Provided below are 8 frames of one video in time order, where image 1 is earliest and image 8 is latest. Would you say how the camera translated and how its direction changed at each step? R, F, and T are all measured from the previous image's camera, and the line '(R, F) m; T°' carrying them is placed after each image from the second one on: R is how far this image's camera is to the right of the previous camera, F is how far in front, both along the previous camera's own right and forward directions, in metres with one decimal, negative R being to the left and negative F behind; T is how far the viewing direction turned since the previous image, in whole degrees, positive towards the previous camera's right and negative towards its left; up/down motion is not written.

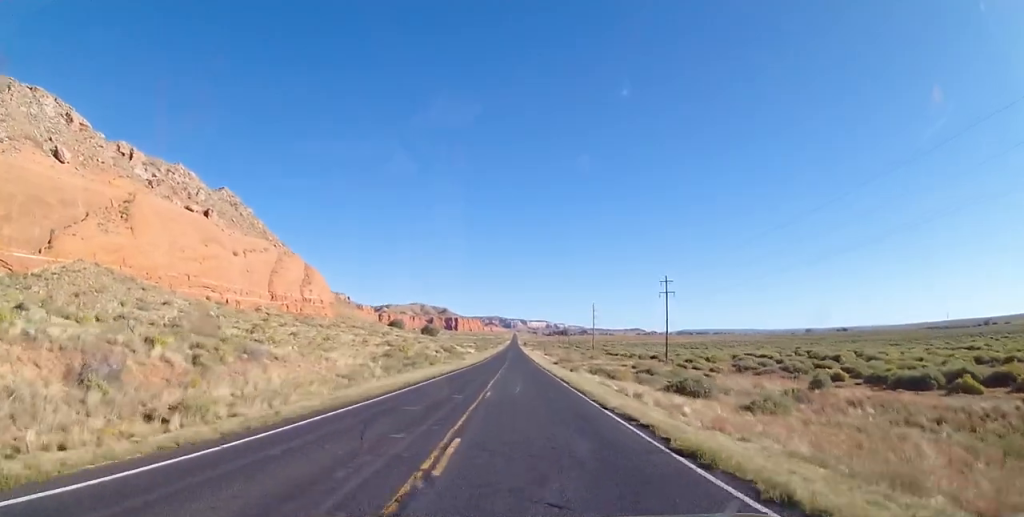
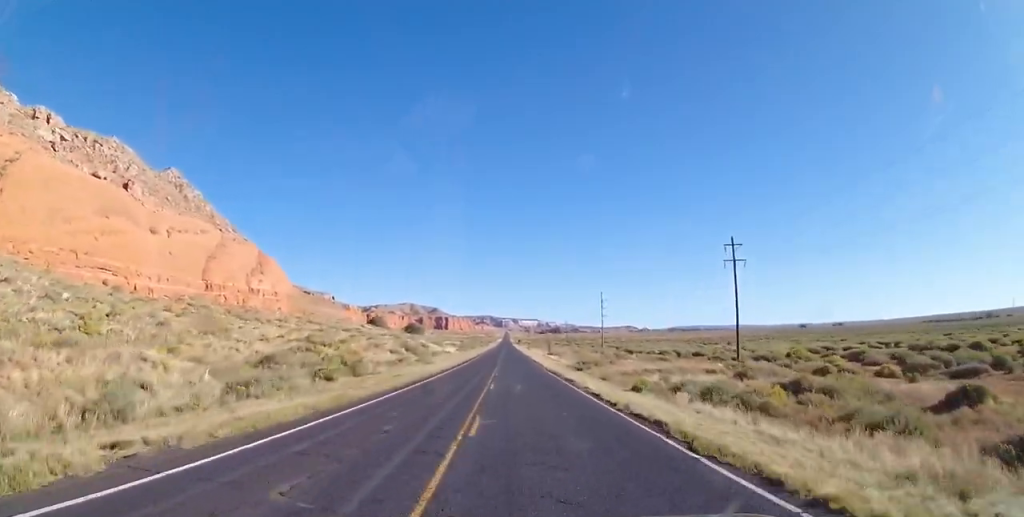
(+0.5, +33.8) m; +1°
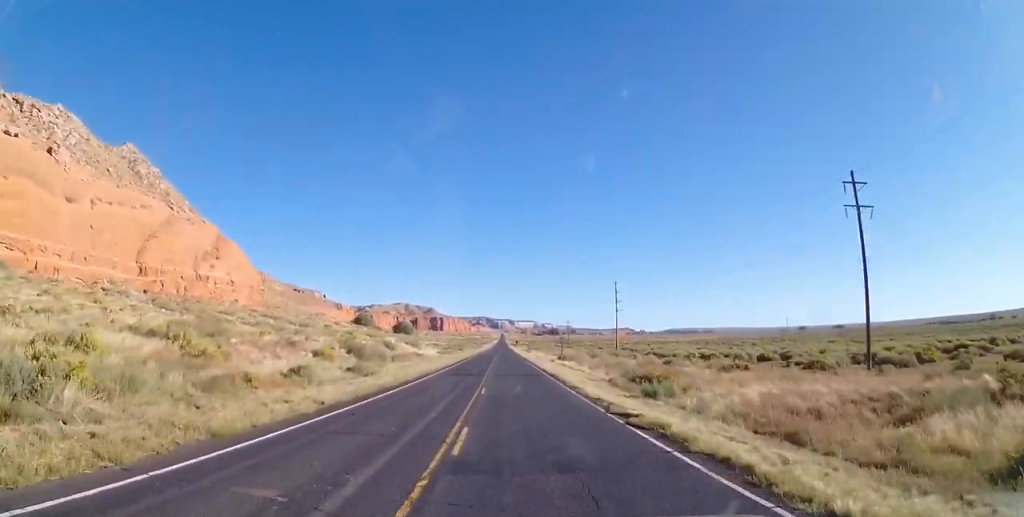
(-0.2, +26.1) m; 0°
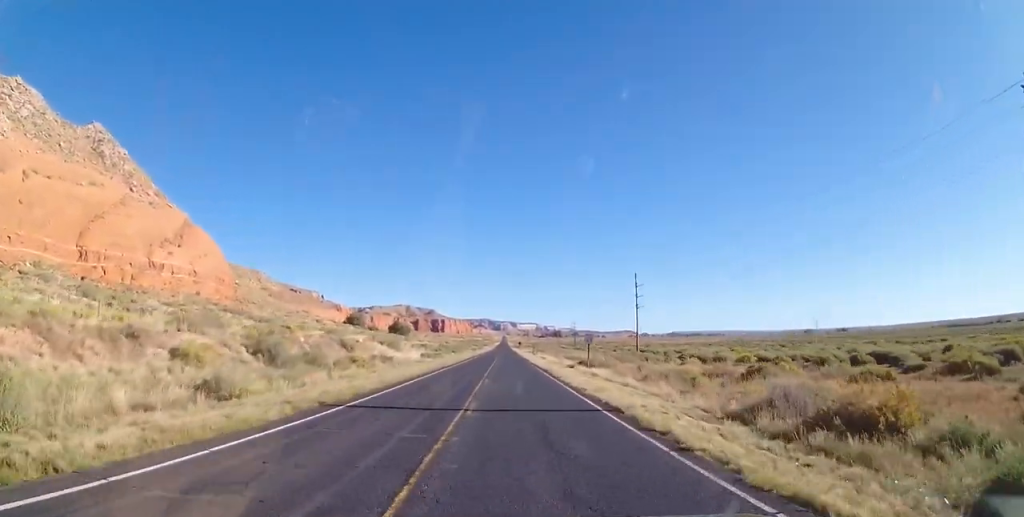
(+0.2, +19.5) m; +1°
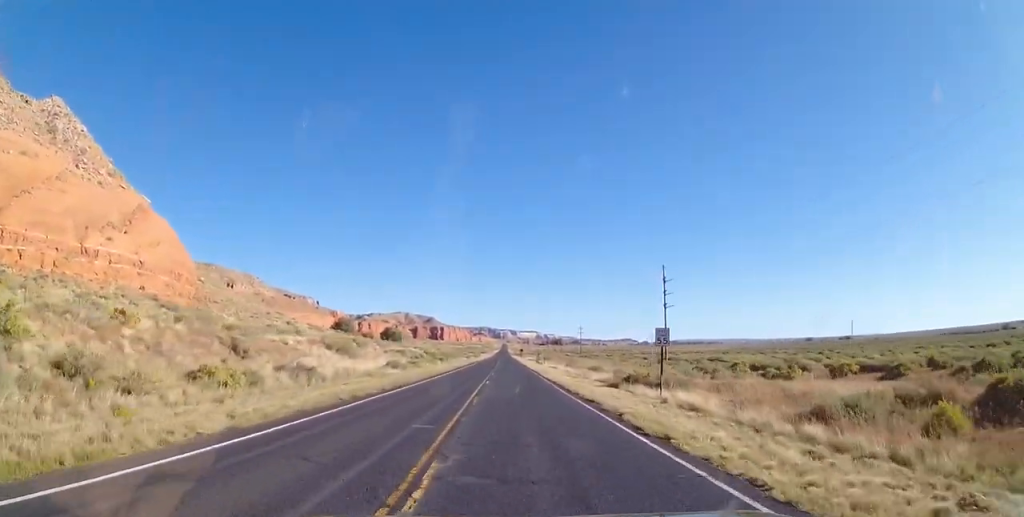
(0.0, +21.3) m; 0°
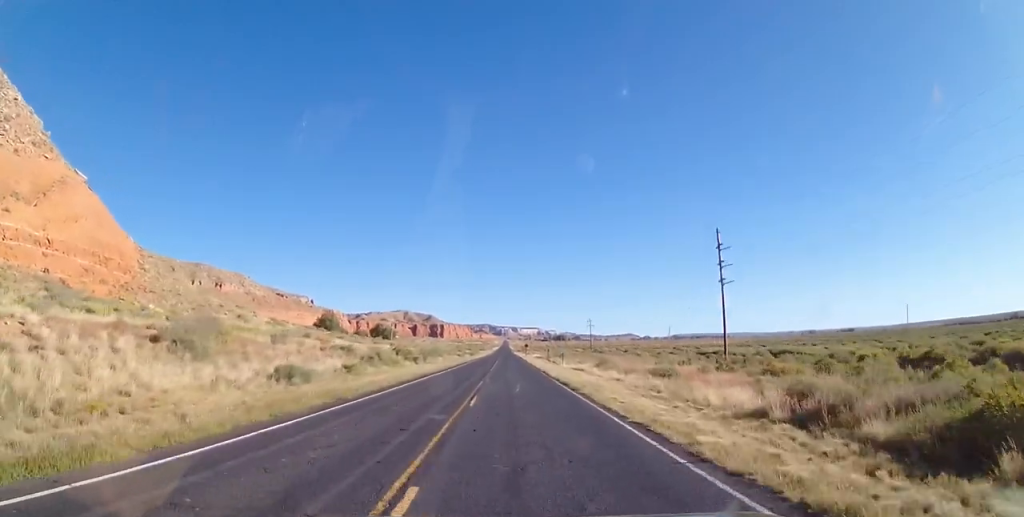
(-0.2, +26.4) m; 0°
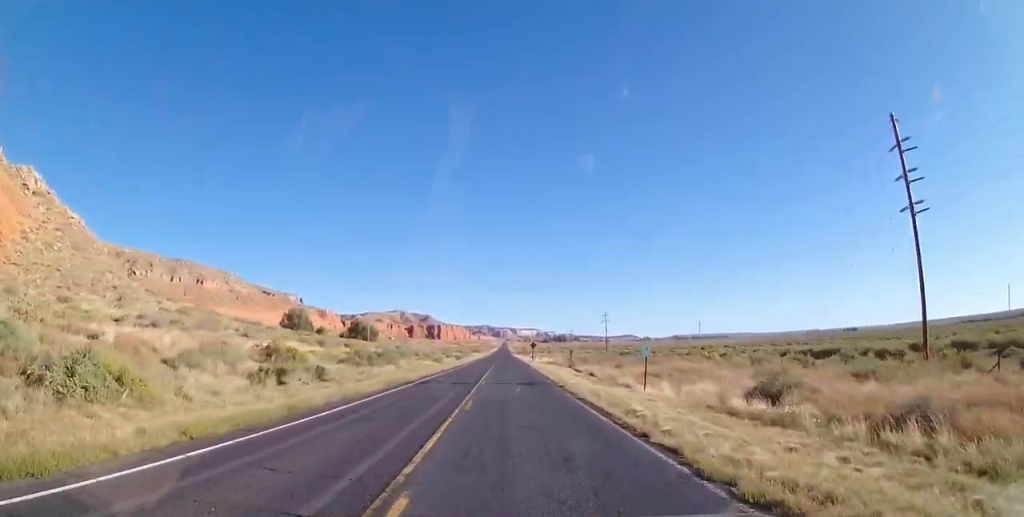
(+0.1, +37.5) m; 0°
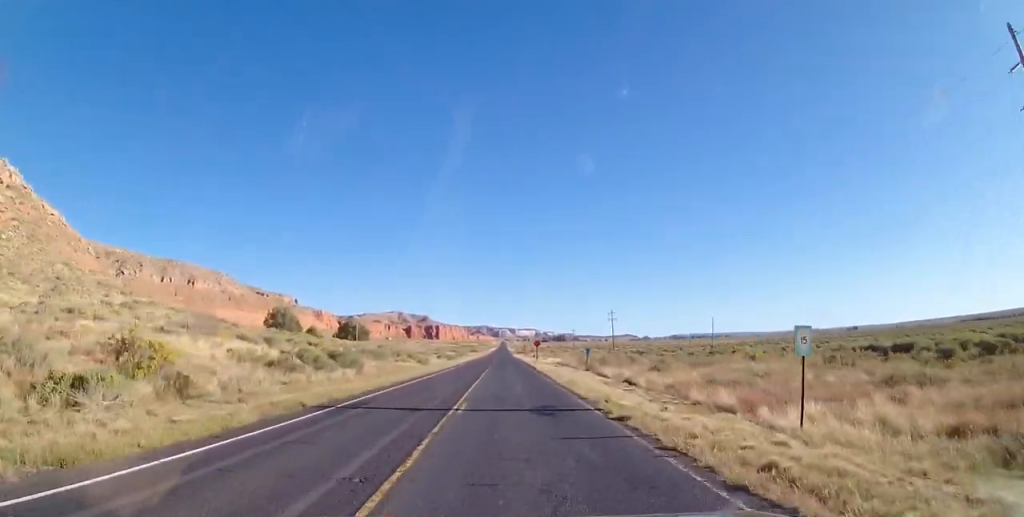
(0.0, +13.6) m; 0°
